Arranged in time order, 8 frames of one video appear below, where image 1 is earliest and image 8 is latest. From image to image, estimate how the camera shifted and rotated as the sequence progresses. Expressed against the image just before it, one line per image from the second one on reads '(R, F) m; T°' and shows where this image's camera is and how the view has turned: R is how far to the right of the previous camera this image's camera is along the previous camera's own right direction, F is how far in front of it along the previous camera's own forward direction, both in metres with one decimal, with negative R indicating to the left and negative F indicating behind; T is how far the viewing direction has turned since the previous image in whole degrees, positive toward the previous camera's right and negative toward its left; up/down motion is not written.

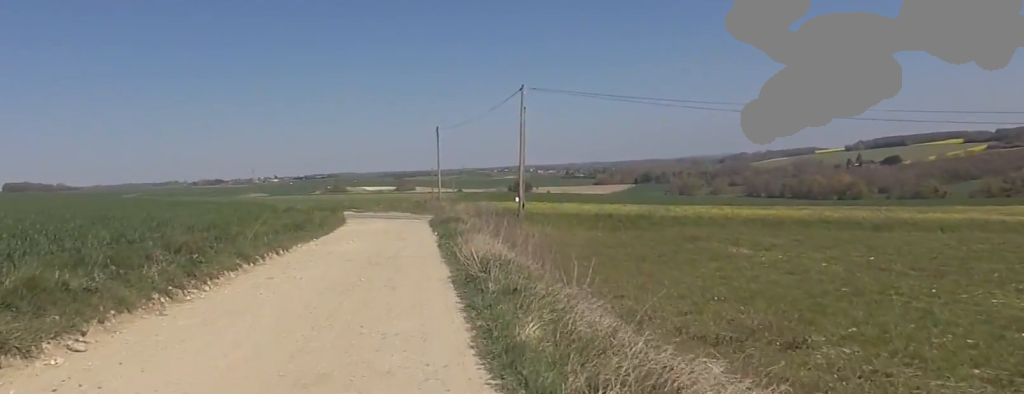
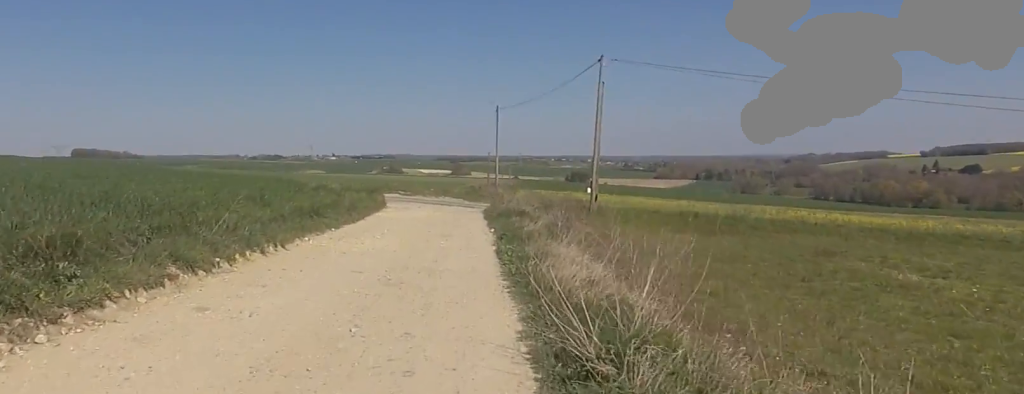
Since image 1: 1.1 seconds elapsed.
(0.0, +5.3) m; 0°
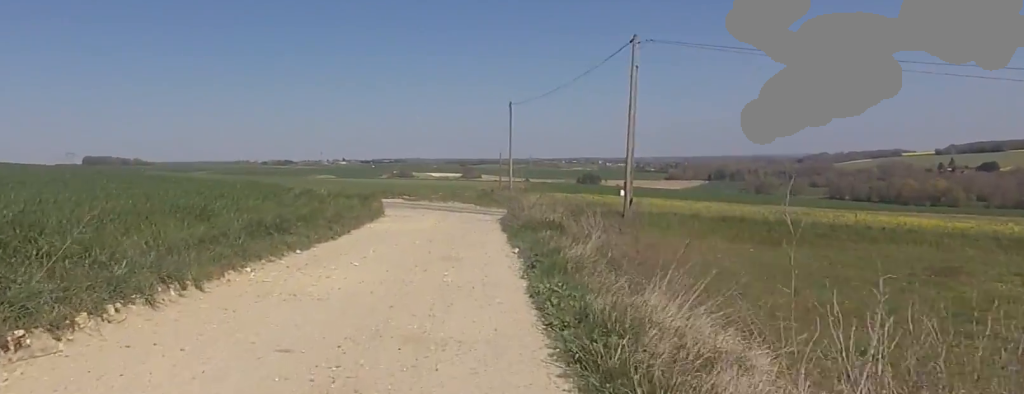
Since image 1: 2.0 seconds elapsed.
(0.0, +4.3) m; 0°
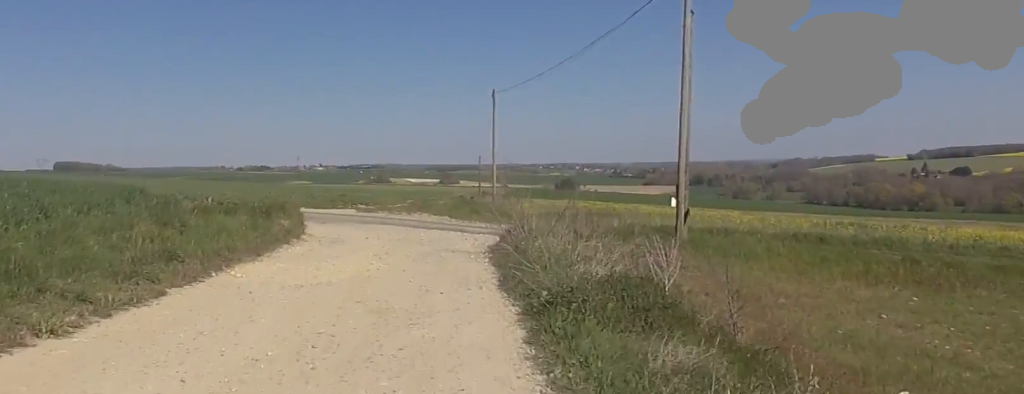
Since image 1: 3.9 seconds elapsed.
(0.0, +8.6) m; 0°
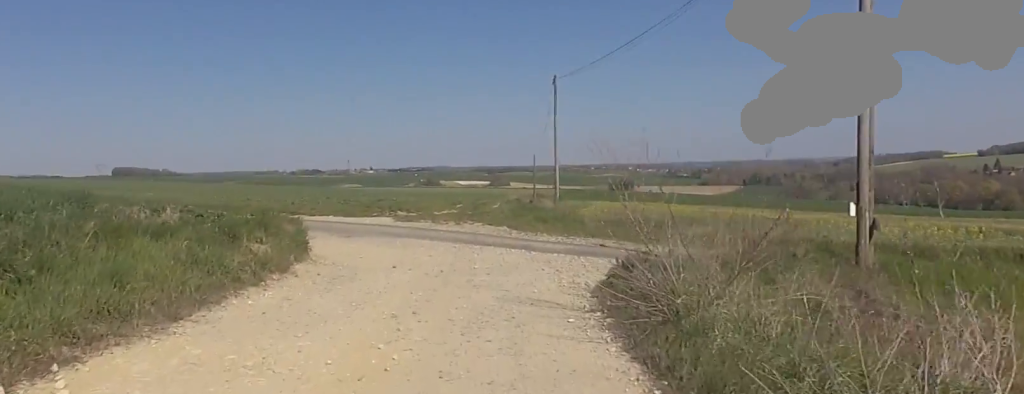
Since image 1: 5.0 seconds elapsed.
(0.0, +5.1) m; -12°
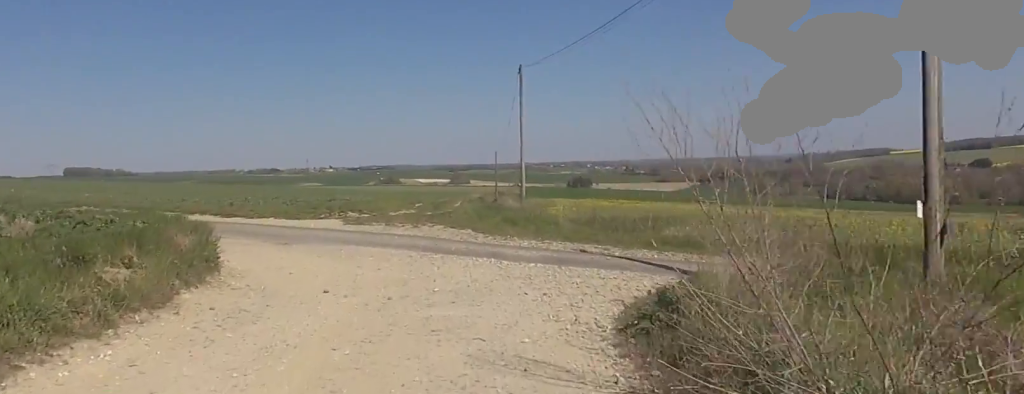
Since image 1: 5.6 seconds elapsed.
(-0.1, +2.7) m; -7°
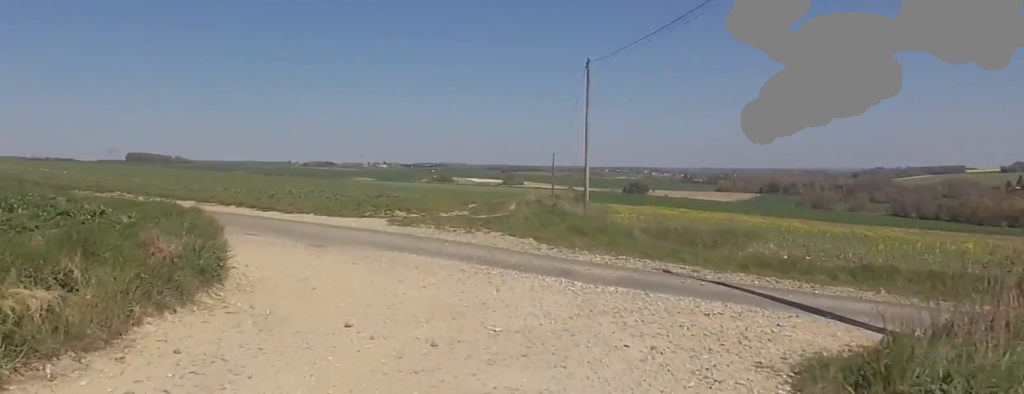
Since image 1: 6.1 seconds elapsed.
(-0.7, +2.1) m; -1°
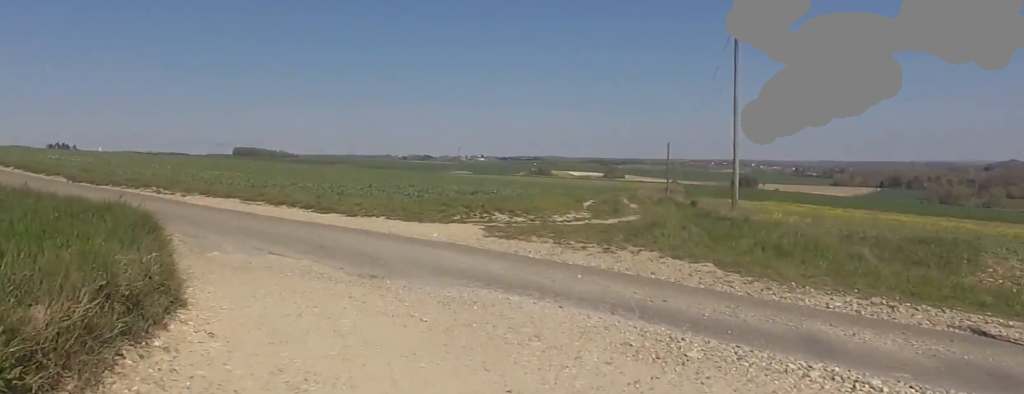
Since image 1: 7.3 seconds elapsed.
(+0.8, +5.3) m; -1°
